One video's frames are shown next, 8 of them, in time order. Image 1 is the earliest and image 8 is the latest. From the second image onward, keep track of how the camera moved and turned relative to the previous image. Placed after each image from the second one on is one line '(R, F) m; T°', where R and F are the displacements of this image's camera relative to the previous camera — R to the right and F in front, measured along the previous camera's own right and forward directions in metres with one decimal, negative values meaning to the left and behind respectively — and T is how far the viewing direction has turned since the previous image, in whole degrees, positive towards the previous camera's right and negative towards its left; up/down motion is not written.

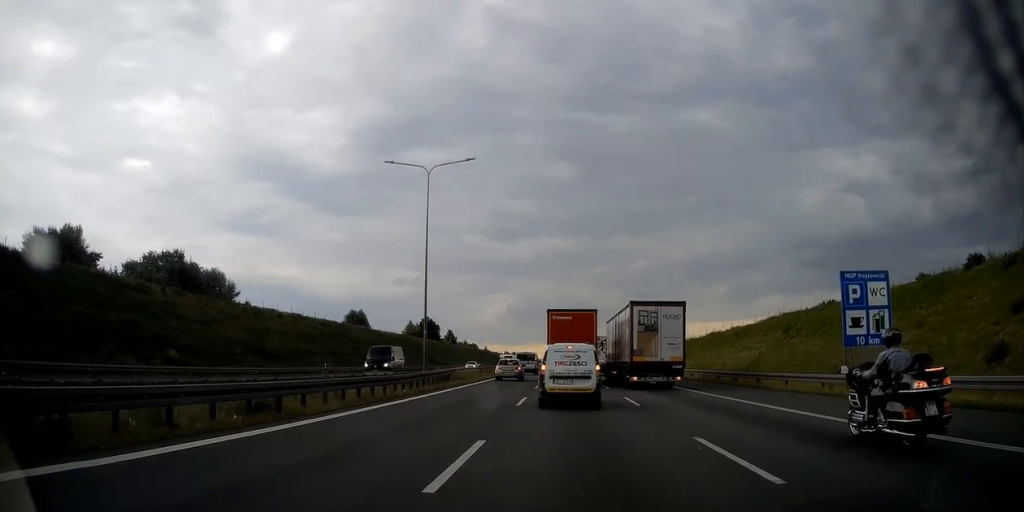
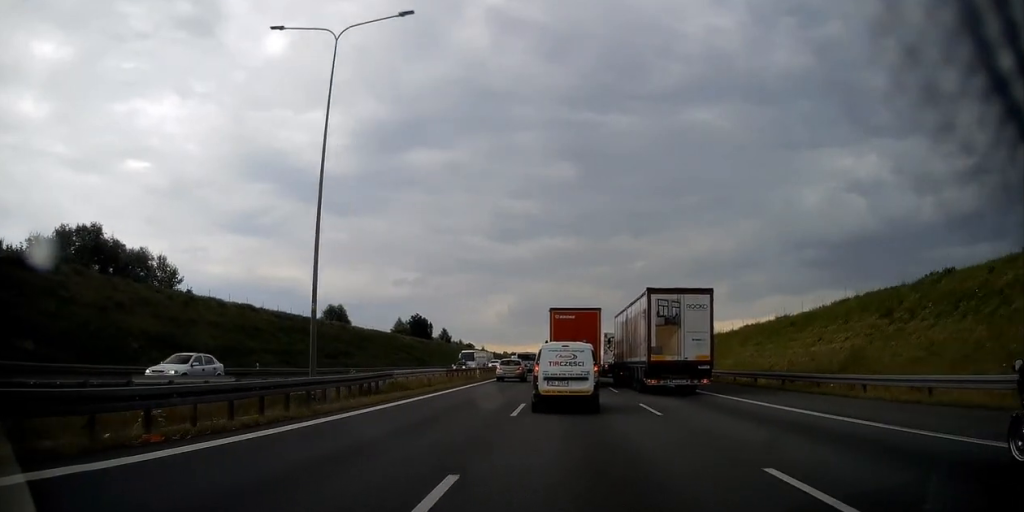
(-0.7, +14.7) m; -2°
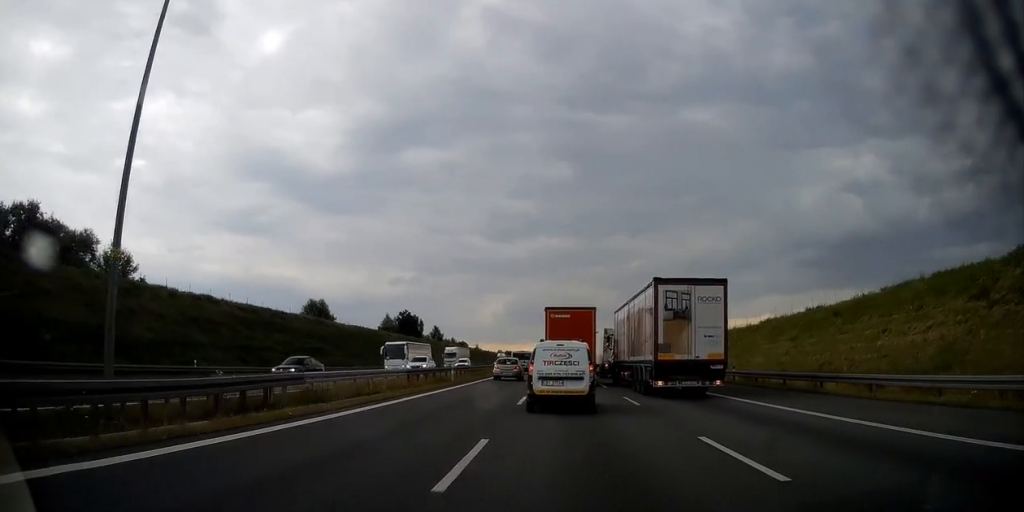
(+0.1, +8.4) m; +1°
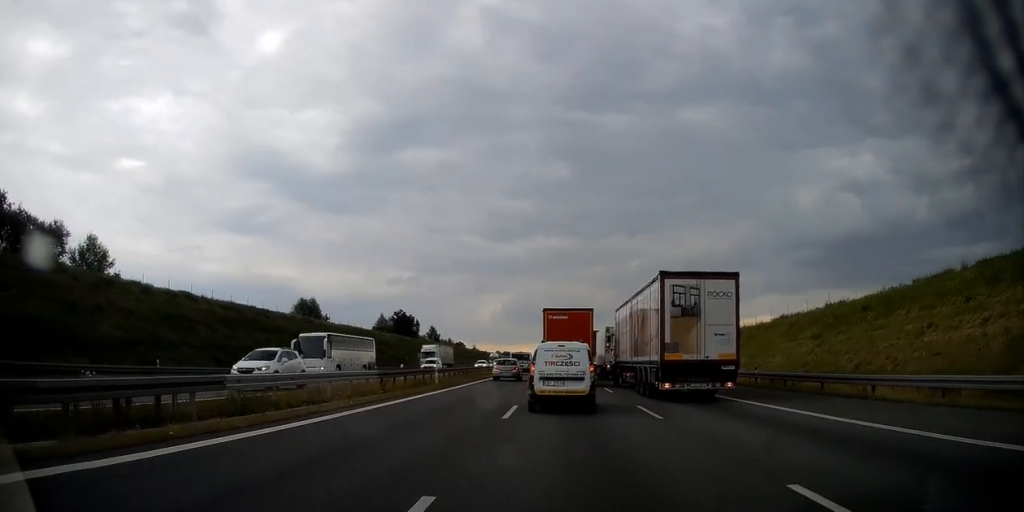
(0.0, +4.1) m; 0°
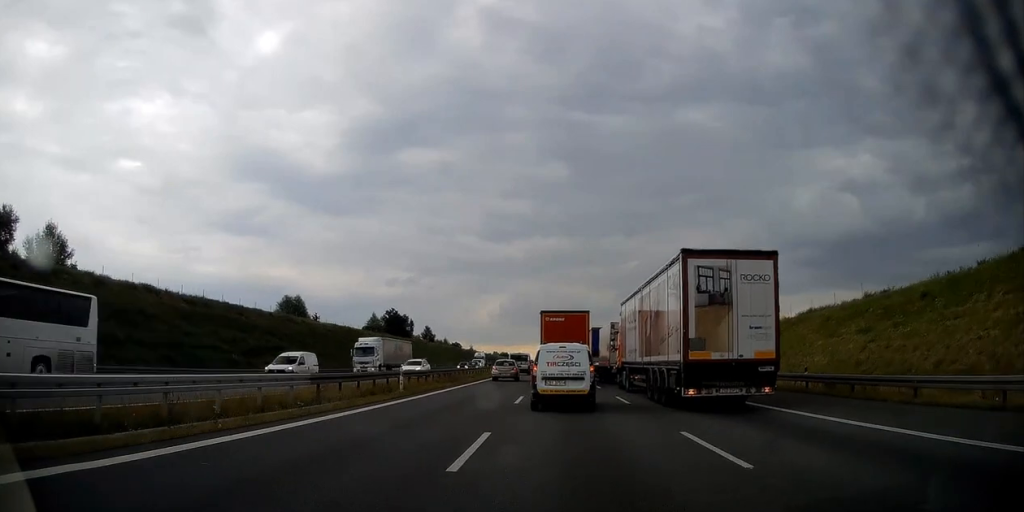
(0.0, +6.6) m; 0°
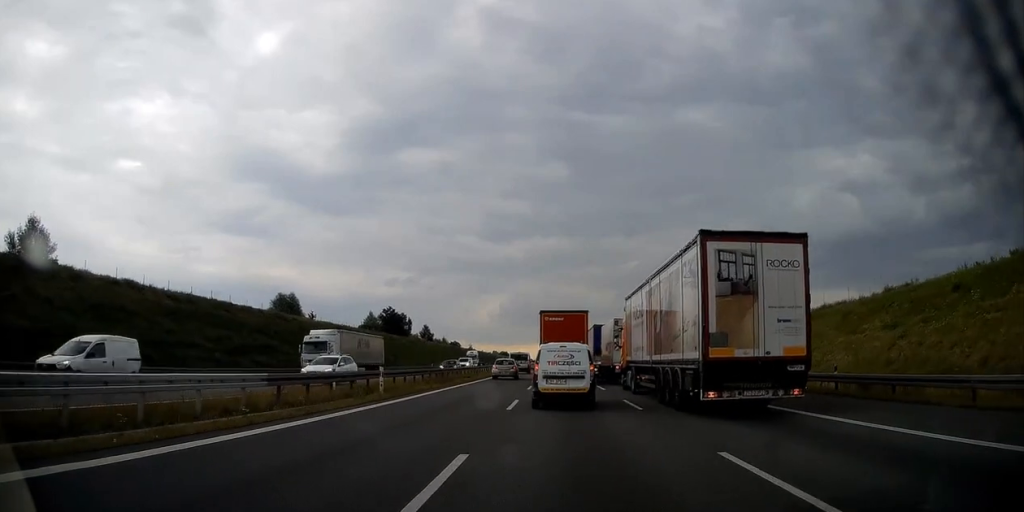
(0.0, +2.8) m; 0°
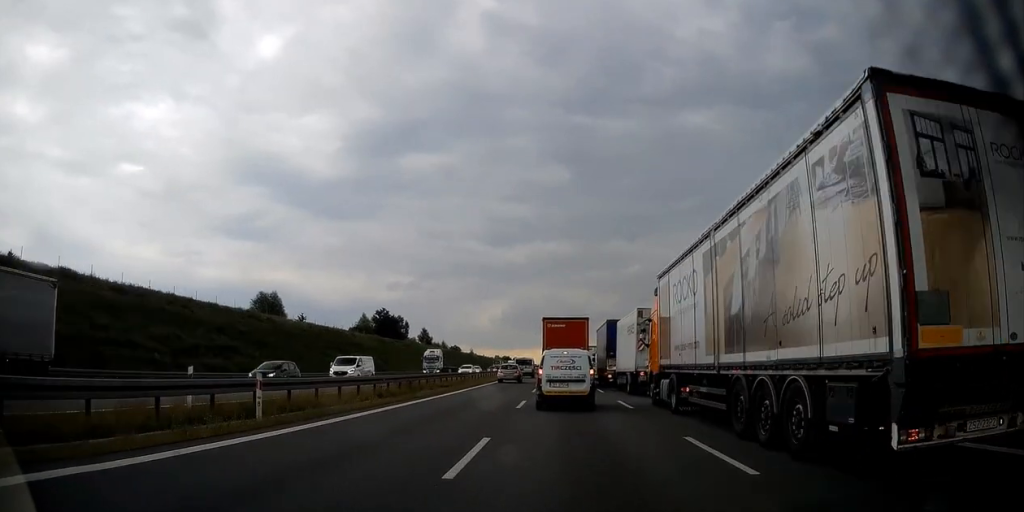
(0.0, +10.2) m; 0°
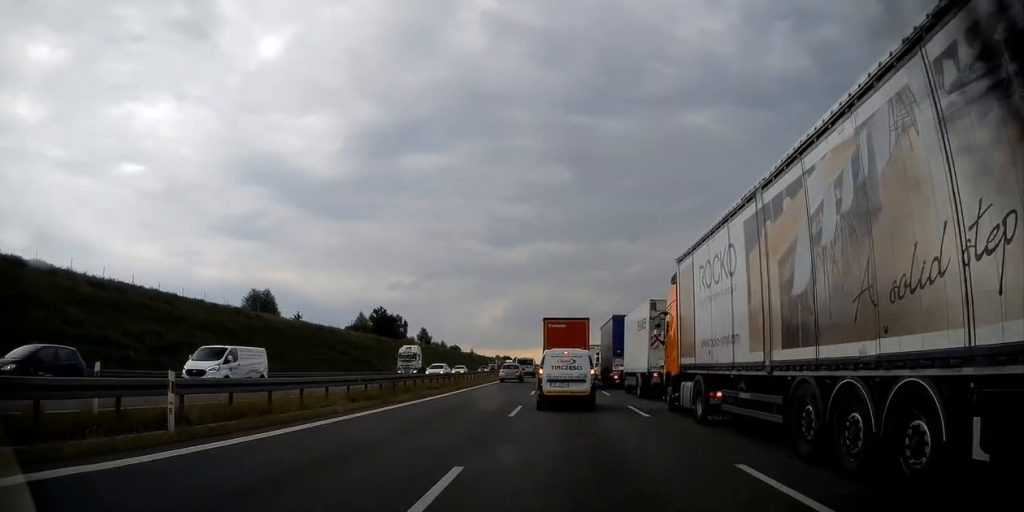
(0.0, +3.2) m; 0°
